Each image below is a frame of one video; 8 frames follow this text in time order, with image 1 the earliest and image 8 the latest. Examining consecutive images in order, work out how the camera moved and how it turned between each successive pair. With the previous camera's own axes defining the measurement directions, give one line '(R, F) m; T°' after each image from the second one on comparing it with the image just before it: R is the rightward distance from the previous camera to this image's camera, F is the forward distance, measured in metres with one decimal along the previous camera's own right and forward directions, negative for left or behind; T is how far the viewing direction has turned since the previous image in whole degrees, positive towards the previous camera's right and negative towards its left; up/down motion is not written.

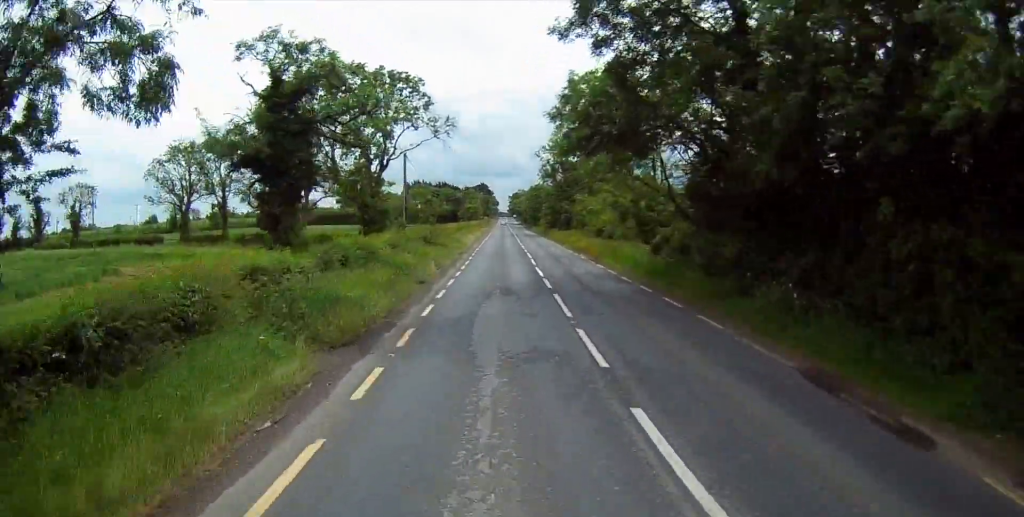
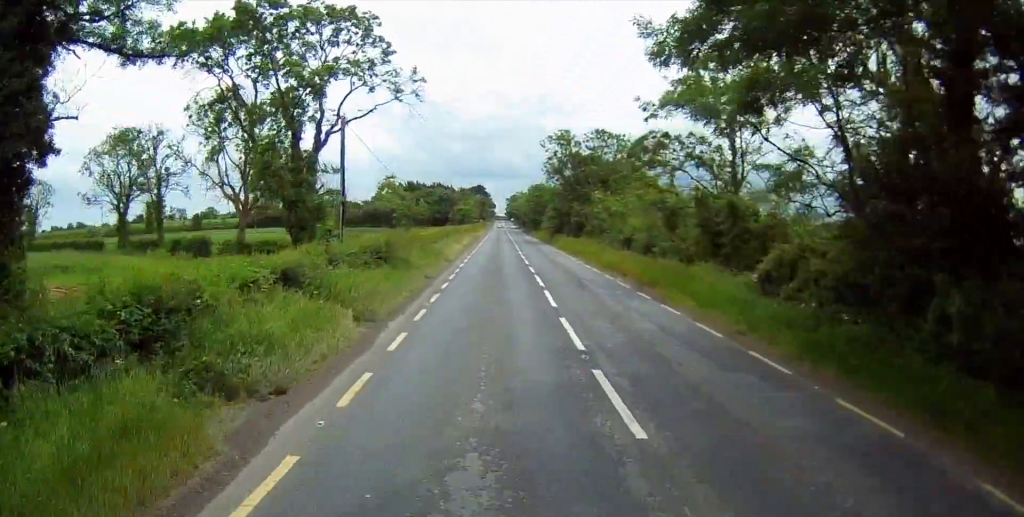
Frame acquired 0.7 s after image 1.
(-0.5, +16.0) m; 0°
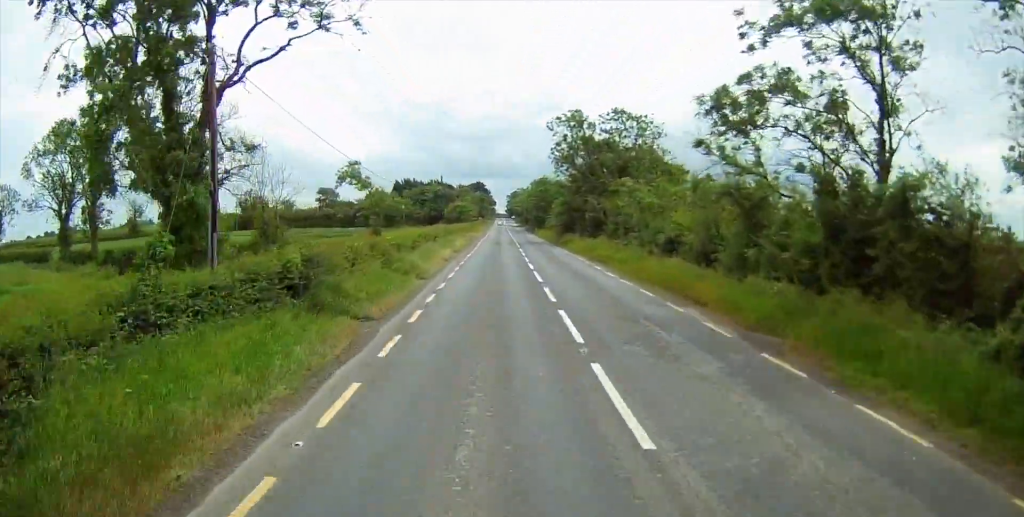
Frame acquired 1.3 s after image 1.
(+0.3, +12.3) m; 0°
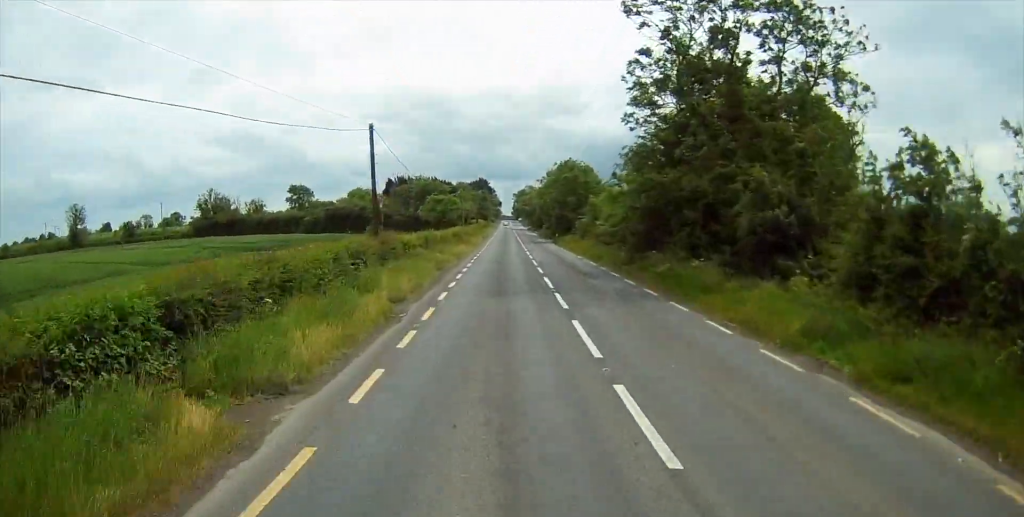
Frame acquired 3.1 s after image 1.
(0.0, +38.2) m; -1°
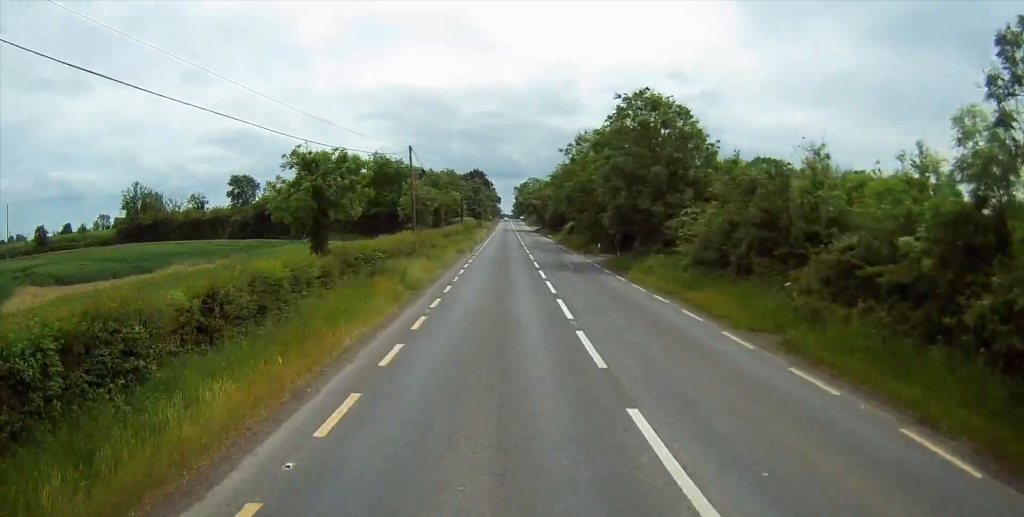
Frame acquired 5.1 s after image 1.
(-0.2, +44.0) m; +1°
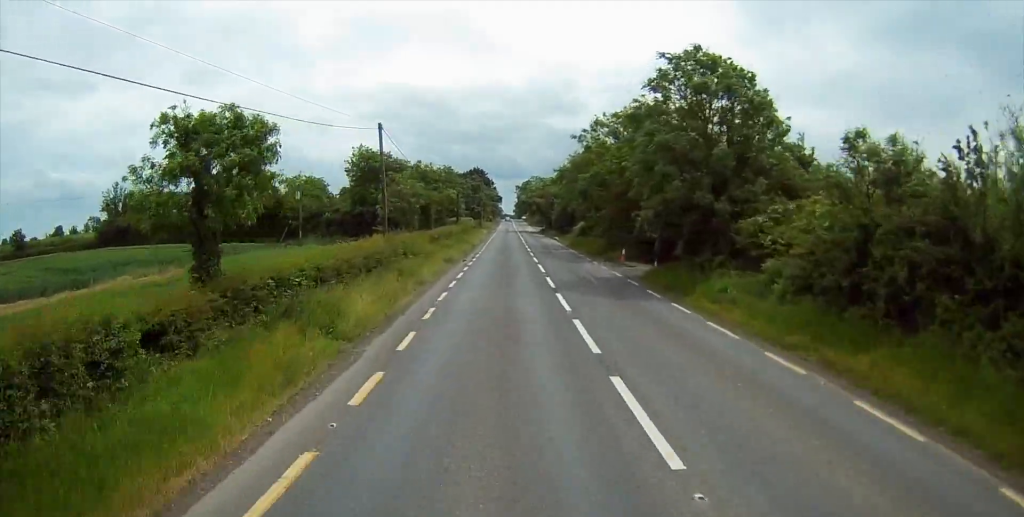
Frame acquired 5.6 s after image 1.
(+0.2, +10.1) m; 0°
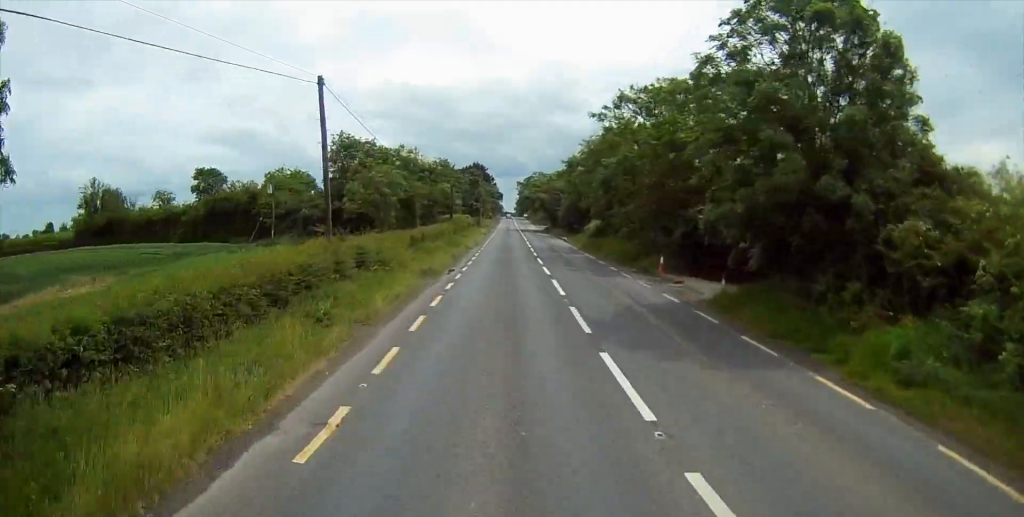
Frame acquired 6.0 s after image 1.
(0.0, +10.1) m; 0°
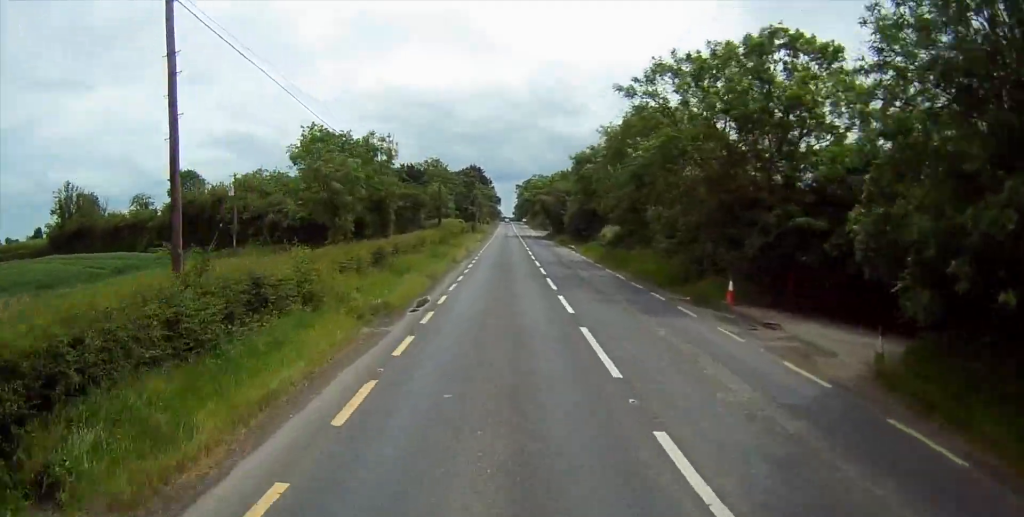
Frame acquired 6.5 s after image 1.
(-0.1, +10.1) m; -1°
